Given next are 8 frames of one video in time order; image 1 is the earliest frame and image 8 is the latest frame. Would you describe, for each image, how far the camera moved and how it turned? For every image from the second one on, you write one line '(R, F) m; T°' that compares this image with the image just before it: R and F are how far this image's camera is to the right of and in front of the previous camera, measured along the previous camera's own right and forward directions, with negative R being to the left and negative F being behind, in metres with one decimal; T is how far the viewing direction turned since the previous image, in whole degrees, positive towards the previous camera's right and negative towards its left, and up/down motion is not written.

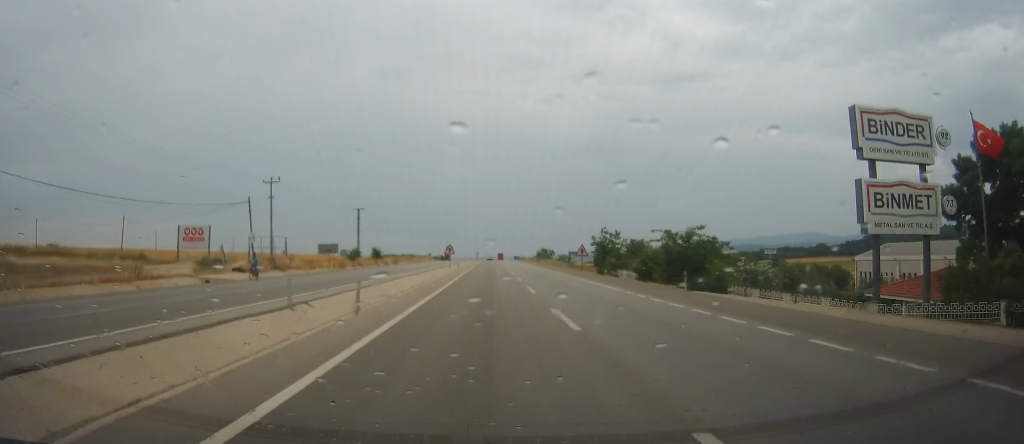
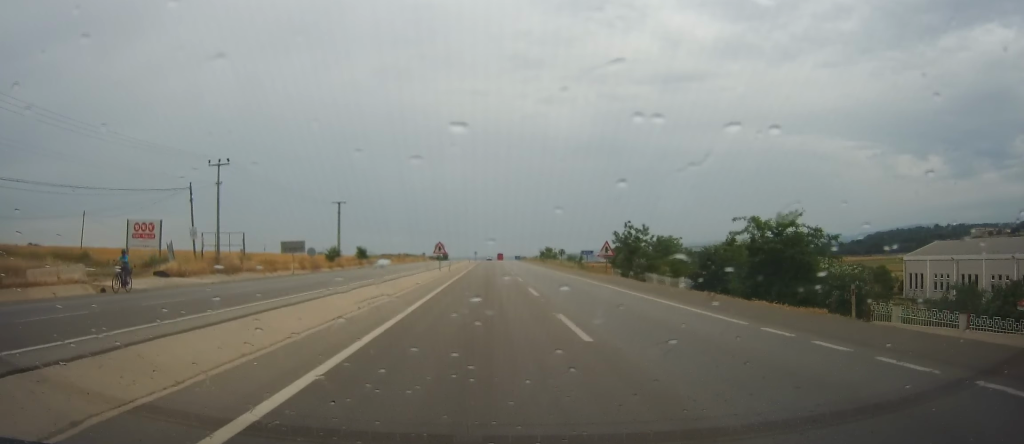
(-0.3, +13.6) m; 0°
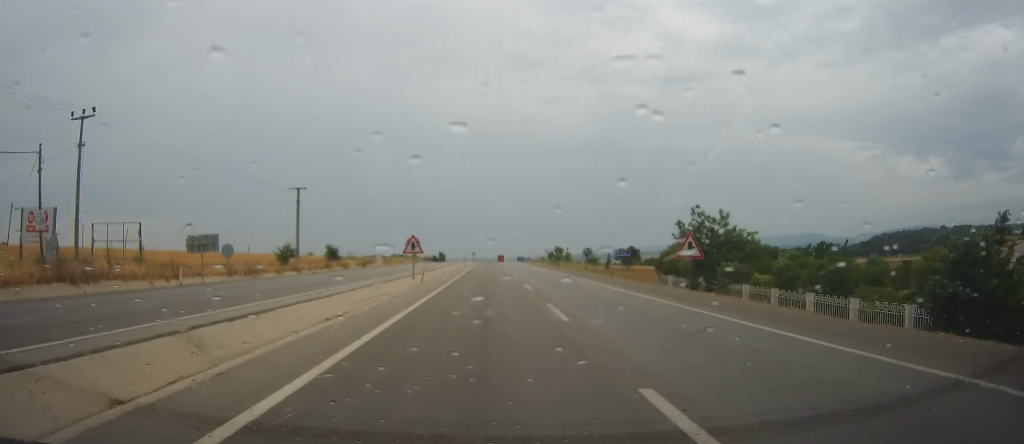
(+0.4, +20.2) m; 0°
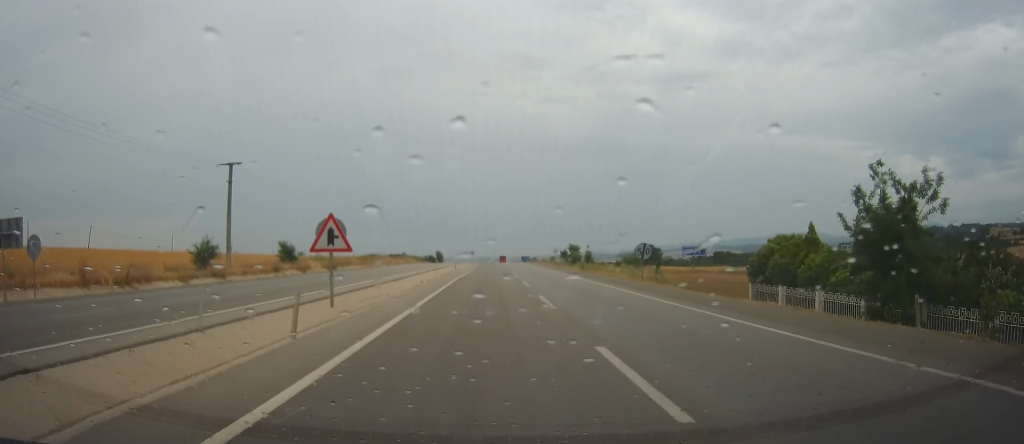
(-0.2, +21.1) m; 0°
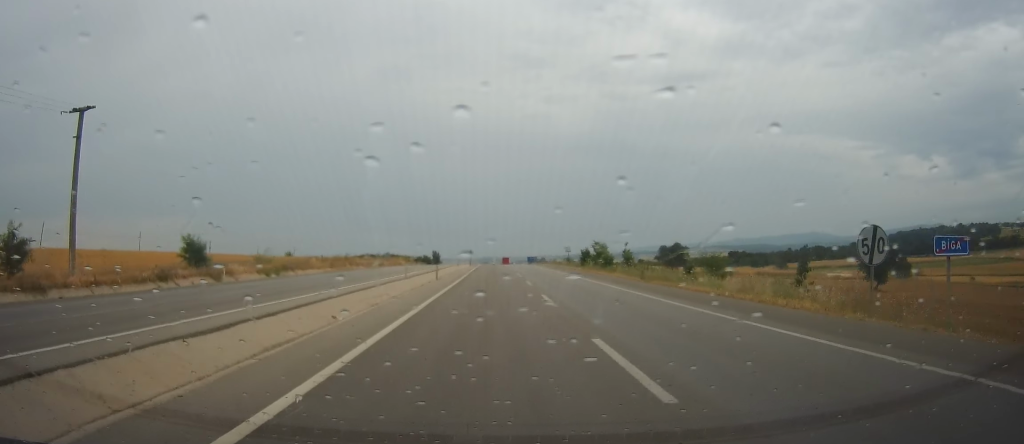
(+0.1, +23.4) m; 0°
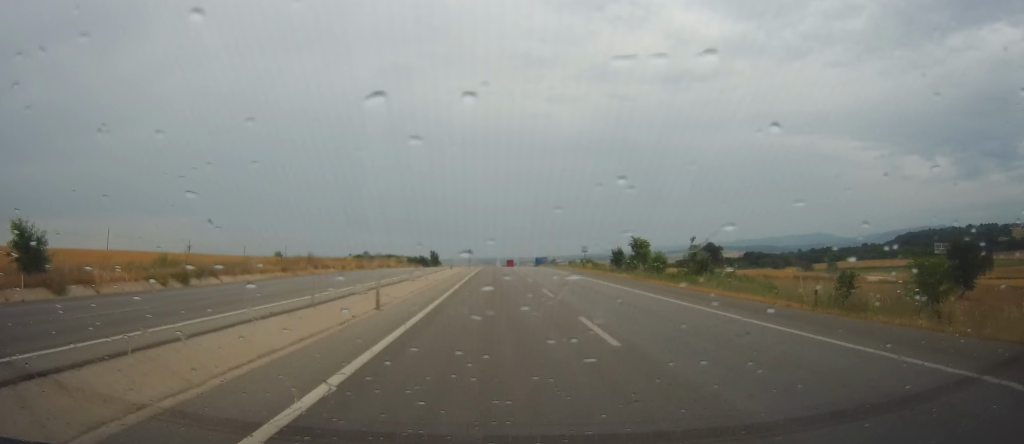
(0.0, +19.9) m; 0°
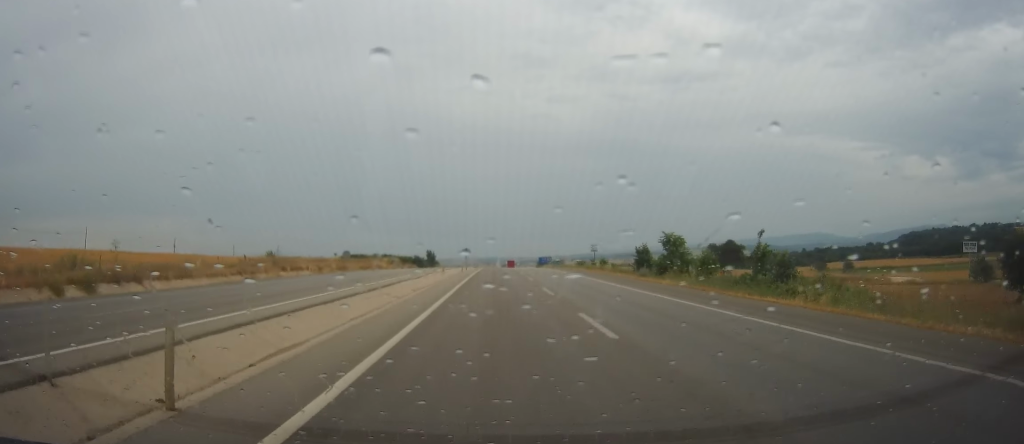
(-0.2, +11.0) m; 0°
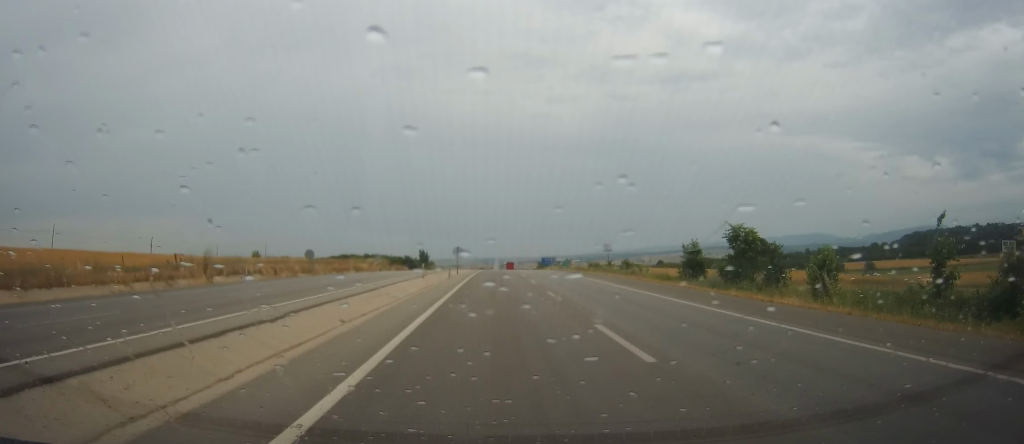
(+0.2, +14.5) m; 0°
